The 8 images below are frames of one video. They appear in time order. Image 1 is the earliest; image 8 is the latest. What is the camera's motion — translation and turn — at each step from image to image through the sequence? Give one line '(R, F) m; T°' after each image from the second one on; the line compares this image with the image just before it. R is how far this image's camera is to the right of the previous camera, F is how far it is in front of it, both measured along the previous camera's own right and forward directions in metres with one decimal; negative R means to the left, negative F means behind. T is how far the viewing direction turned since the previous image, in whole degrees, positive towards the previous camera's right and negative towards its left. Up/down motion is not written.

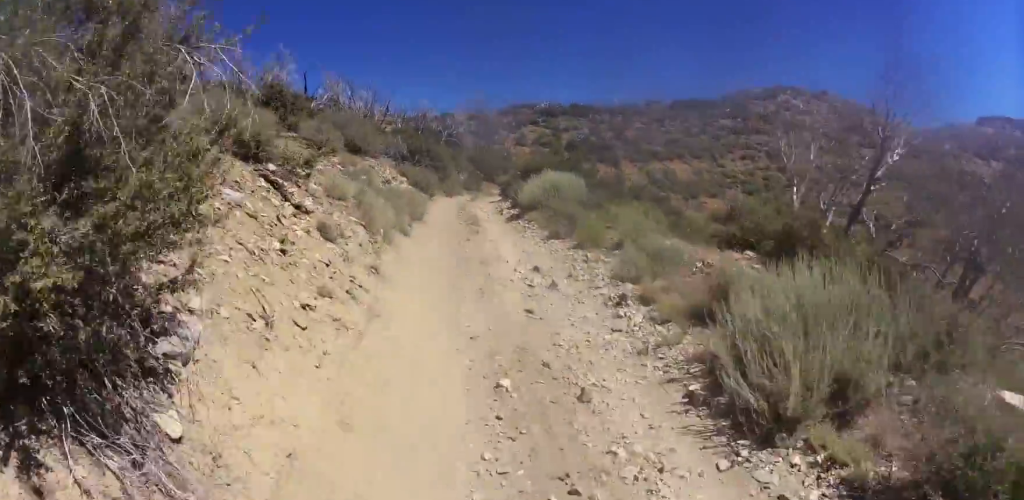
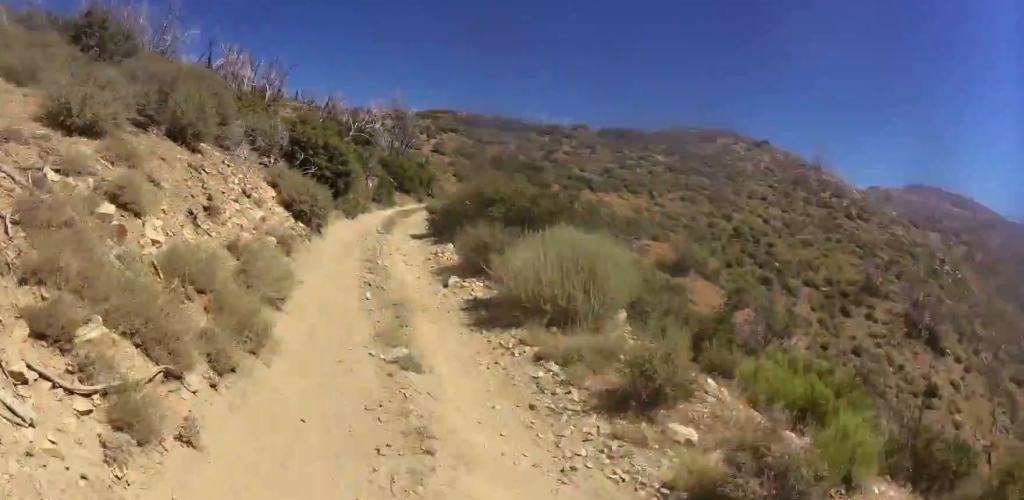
(-0.3, +9.1) m; 0°
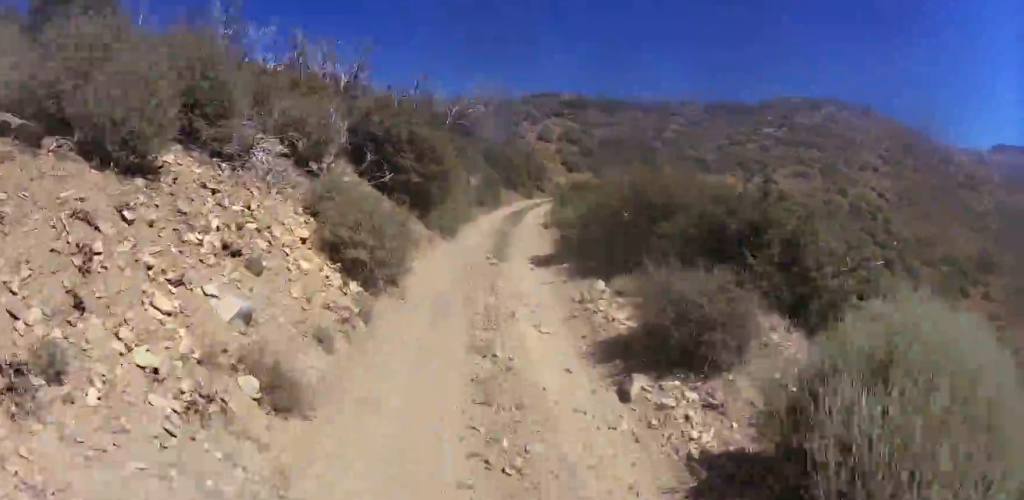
(+0.1, +5.3) m; +1°
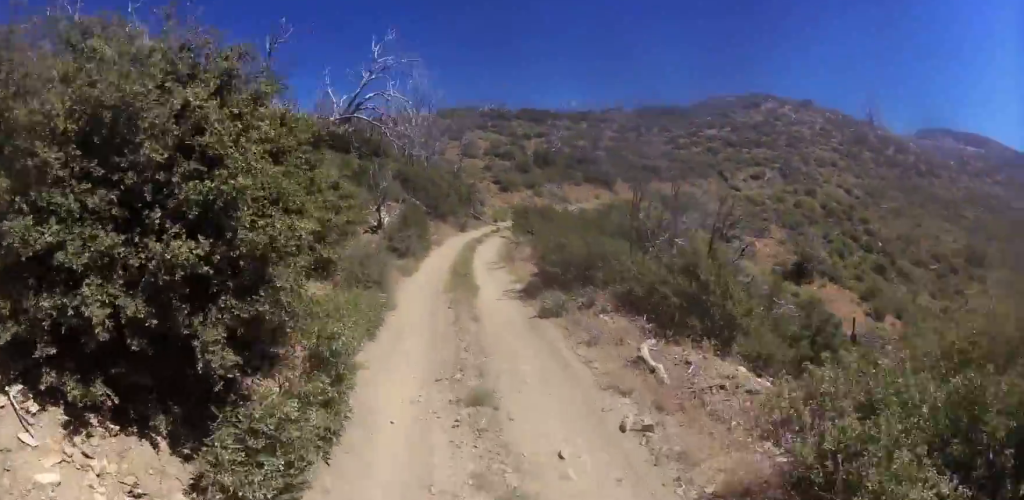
(-0.1, +10.8) m; +5°
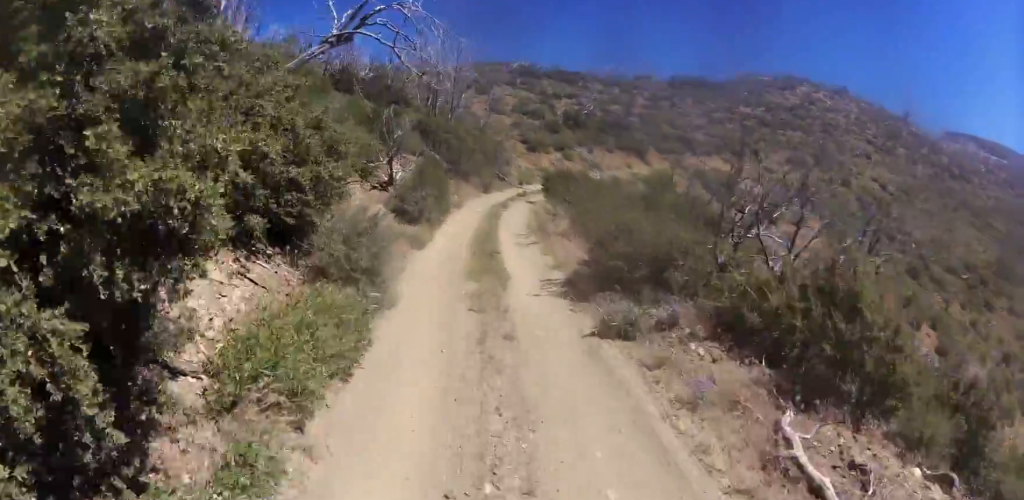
(0.0, +2.9) m; +2°
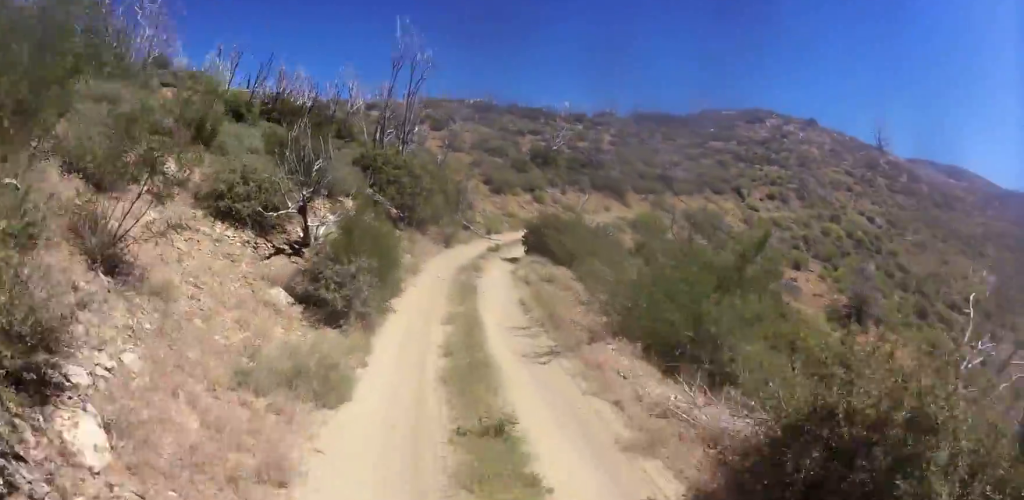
(+0.9, +5.8) m; +2°
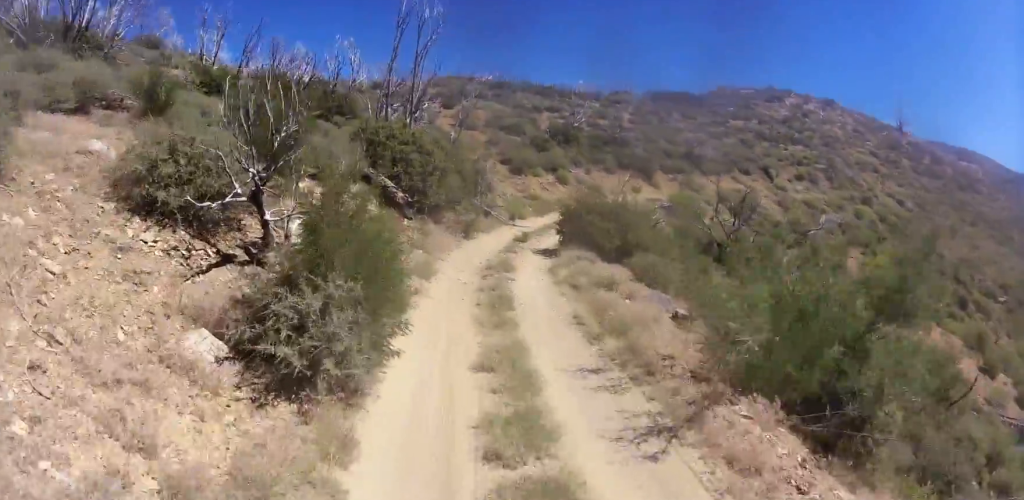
(-0.3, +3.3) m; 0°
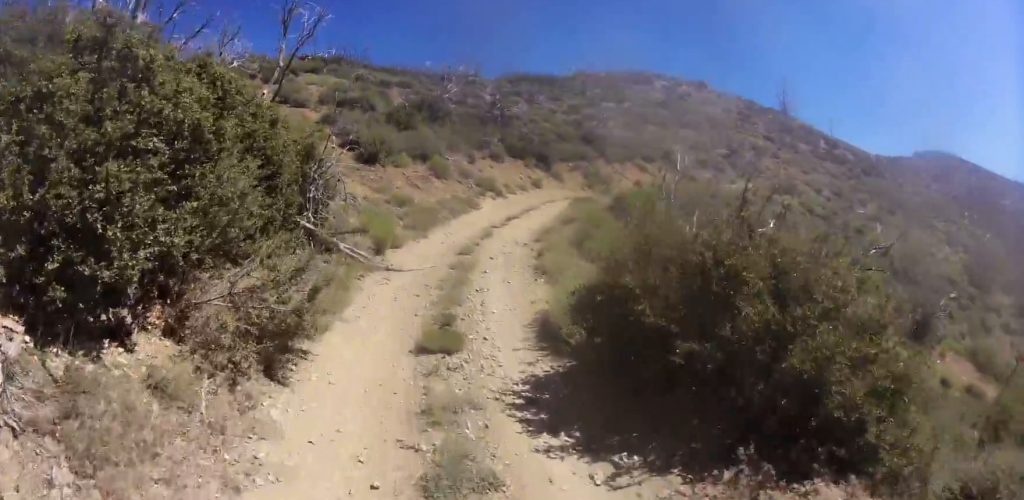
(+0.8, +12.2) m; +20°
